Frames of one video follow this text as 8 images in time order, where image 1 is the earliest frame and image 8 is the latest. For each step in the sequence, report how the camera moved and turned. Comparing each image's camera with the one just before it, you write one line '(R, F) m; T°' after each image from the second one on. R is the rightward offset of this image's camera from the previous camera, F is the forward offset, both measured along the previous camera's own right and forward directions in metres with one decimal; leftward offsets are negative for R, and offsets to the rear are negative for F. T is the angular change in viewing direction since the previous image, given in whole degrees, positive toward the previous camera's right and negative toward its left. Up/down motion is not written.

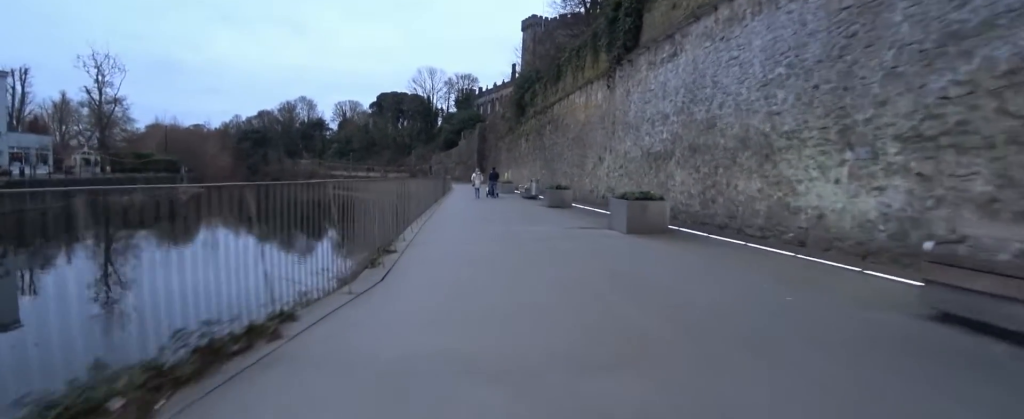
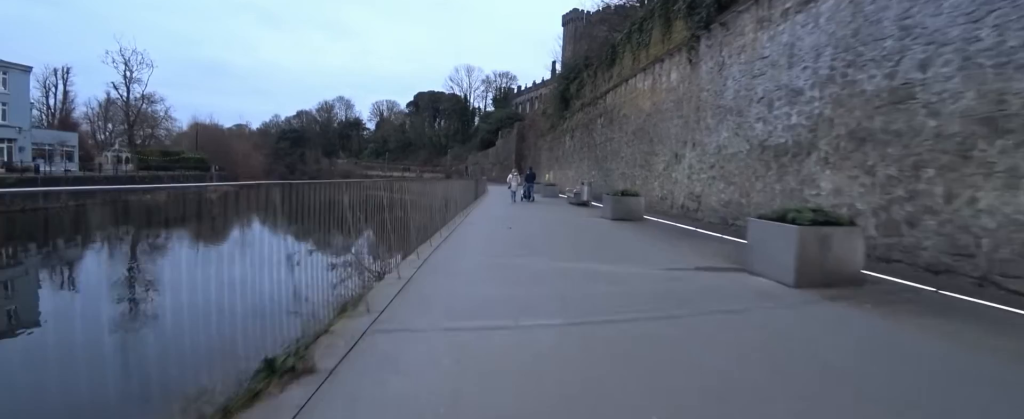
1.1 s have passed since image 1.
(-0.6, +5.3) m; -13°
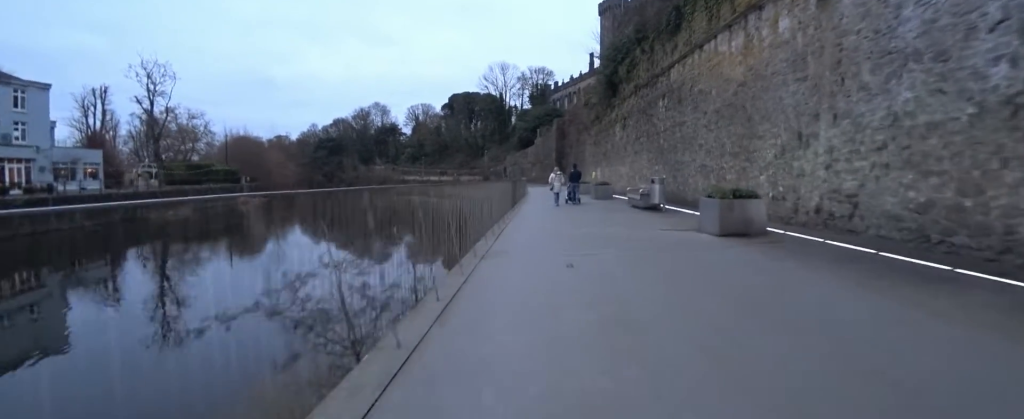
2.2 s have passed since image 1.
(-0.5, +5.4) m; -6°
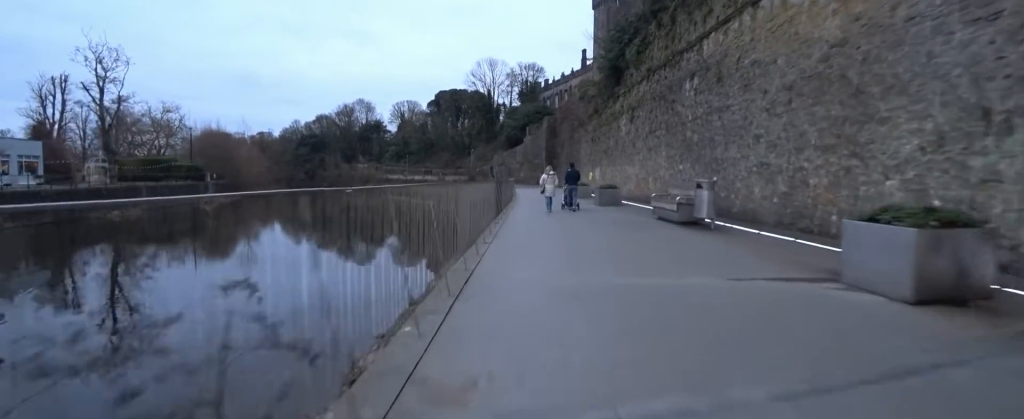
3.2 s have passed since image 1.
(0.0, +5.4) m; 0°
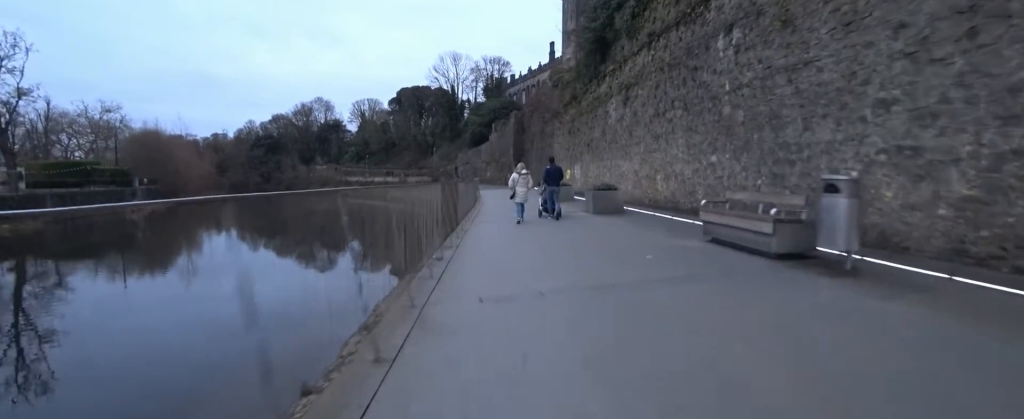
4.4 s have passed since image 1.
(0.0, +5.7) m; 0°
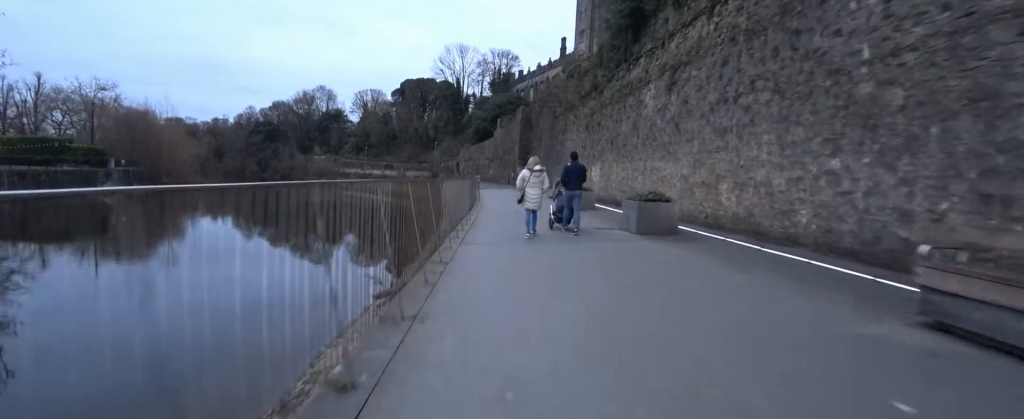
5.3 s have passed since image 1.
(0.0, +4.5) m; 0°
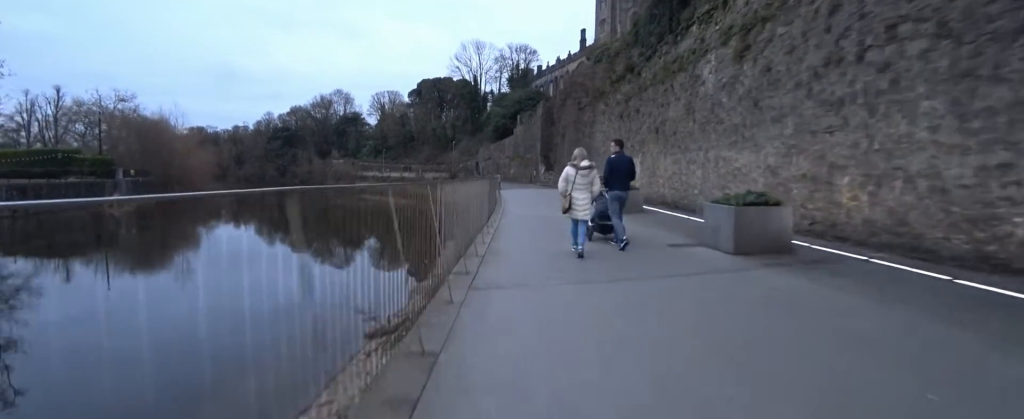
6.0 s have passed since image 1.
(0.0, +3.4) m; +5°
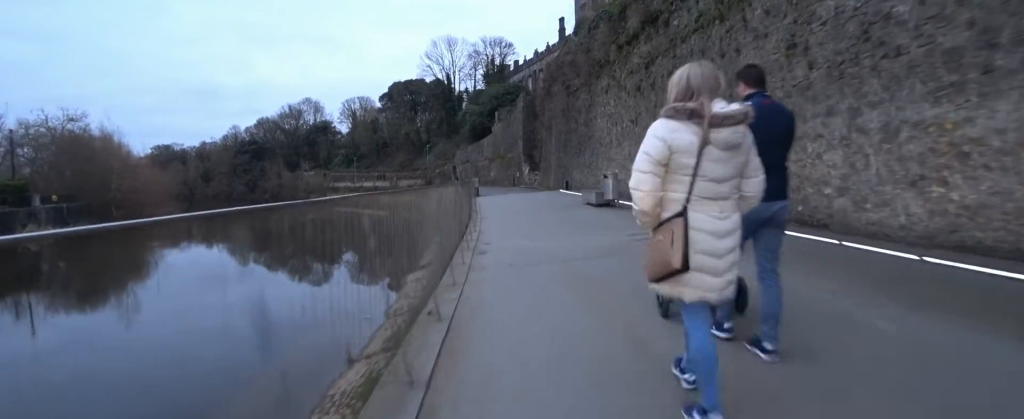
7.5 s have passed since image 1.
(+0.6, +6.7) m; +5°
